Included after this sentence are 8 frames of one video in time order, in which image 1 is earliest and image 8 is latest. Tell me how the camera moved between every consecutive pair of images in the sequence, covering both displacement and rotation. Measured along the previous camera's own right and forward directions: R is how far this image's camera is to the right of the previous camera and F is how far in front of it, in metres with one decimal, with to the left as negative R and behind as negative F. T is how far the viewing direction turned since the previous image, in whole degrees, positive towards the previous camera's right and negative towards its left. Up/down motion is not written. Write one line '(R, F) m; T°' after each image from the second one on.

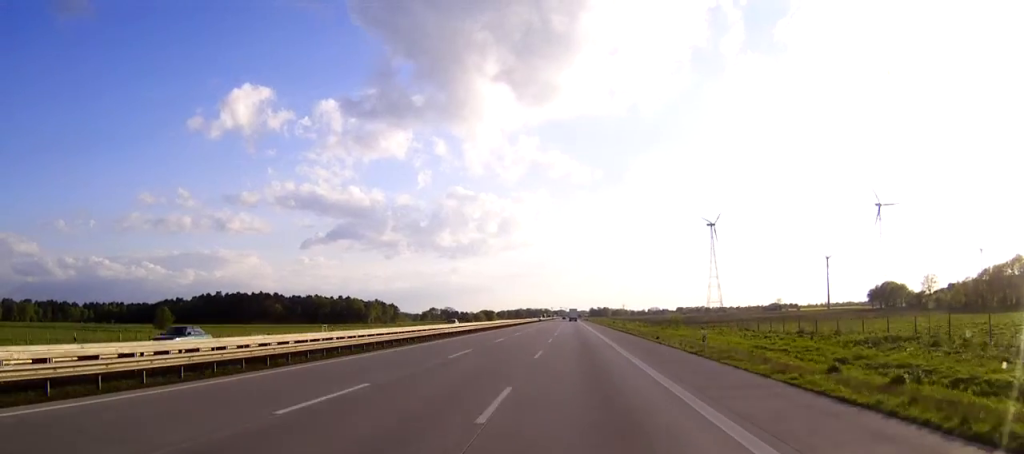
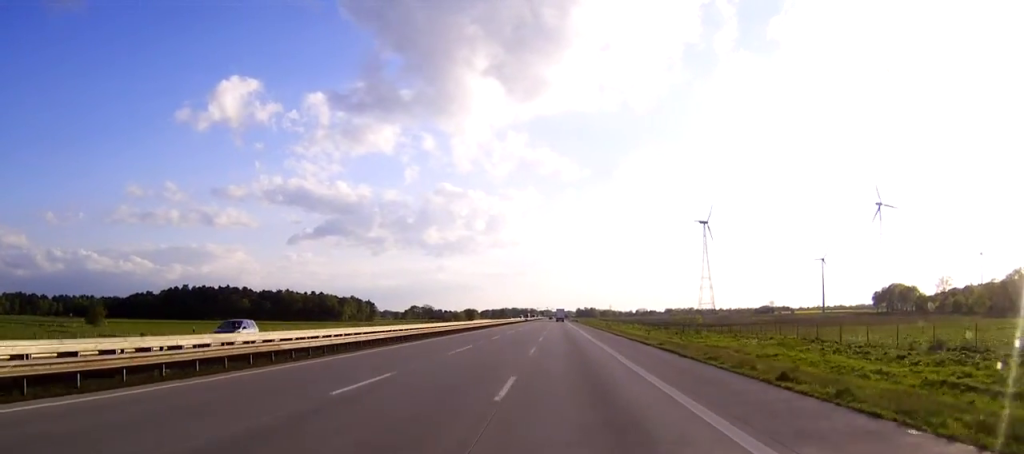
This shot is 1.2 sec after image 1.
(+0.1, +32.6) m; 0°
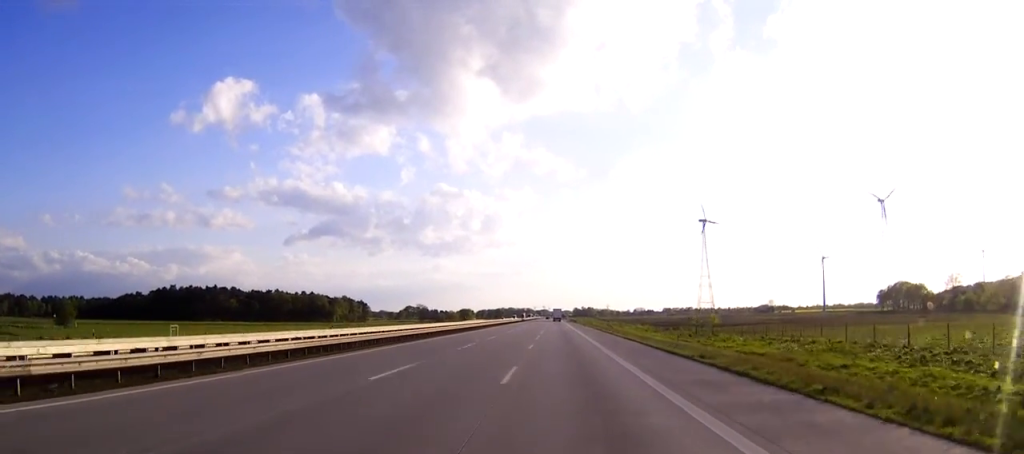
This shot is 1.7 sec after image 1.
(0.0, +13.9) m; 0°
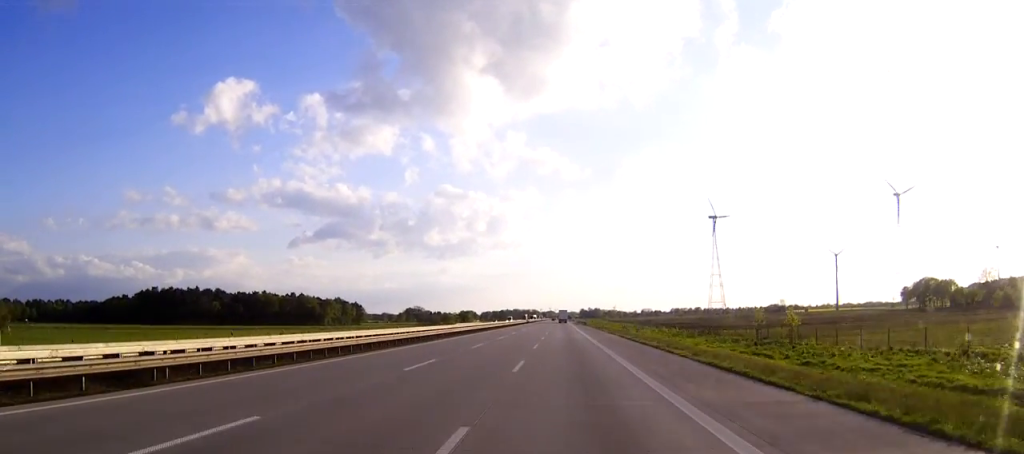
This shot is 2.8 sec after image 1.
(0.0, +31.4) m; 0°
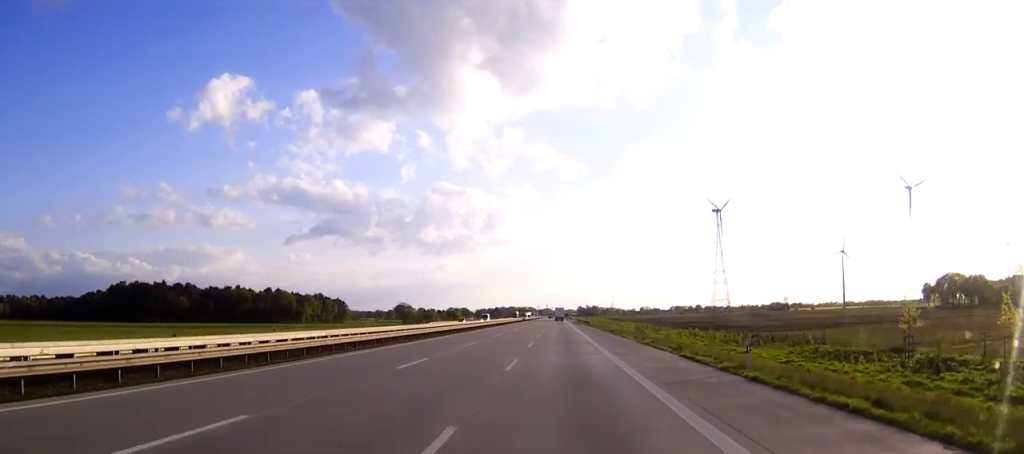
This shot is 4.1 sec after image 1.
(0.0, +35.8) m; 0°
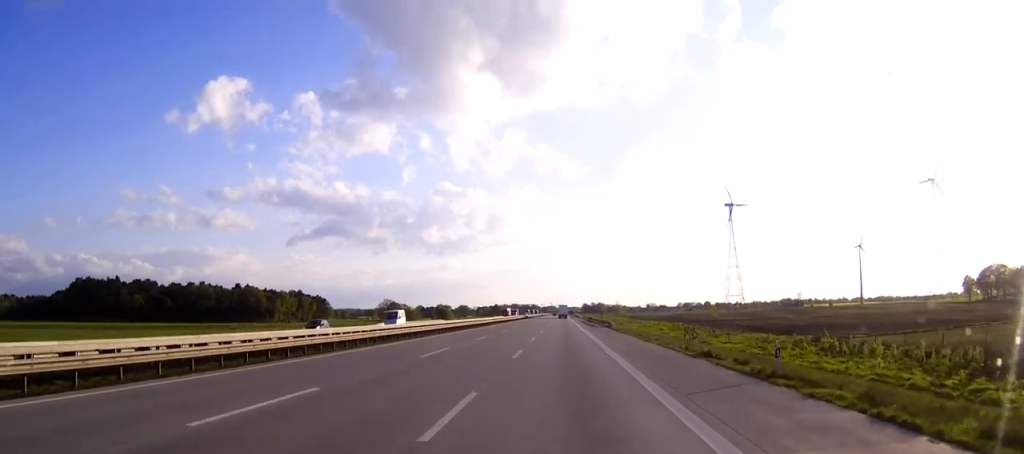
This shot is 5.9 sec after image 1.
(-0.1, +49.5) m; 0°
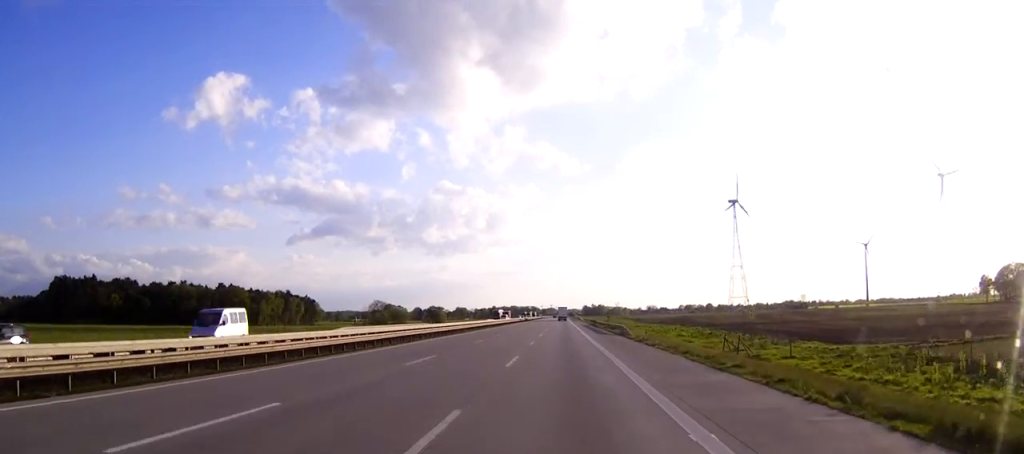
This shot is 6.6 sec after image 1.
(0.0, +20.2) m; 0°
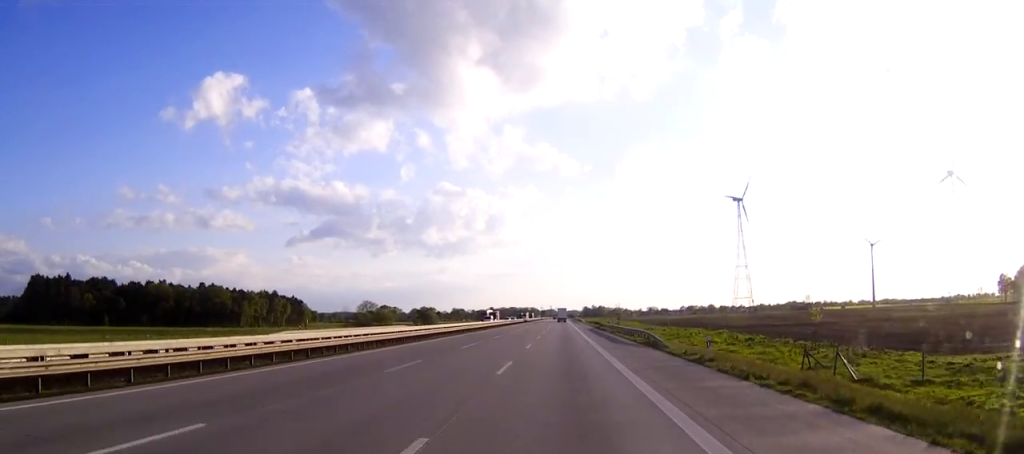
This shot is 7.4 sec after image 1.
(0.0, +21.0) m; 0°
